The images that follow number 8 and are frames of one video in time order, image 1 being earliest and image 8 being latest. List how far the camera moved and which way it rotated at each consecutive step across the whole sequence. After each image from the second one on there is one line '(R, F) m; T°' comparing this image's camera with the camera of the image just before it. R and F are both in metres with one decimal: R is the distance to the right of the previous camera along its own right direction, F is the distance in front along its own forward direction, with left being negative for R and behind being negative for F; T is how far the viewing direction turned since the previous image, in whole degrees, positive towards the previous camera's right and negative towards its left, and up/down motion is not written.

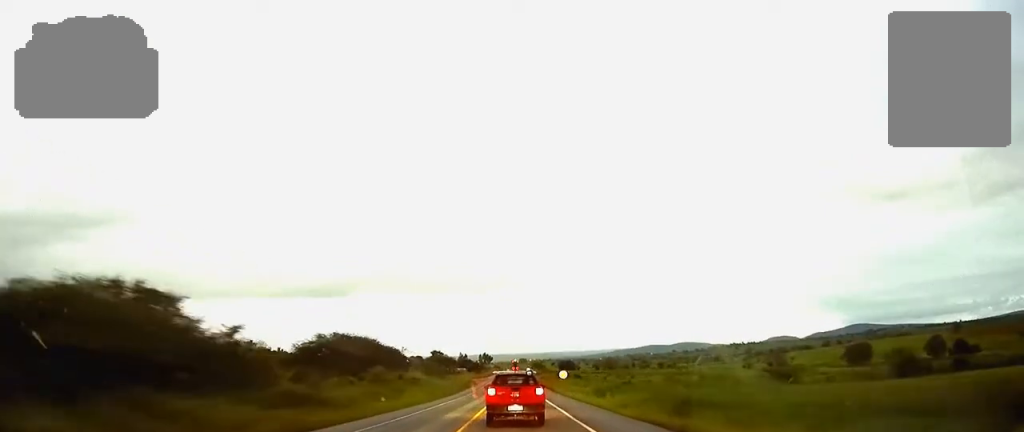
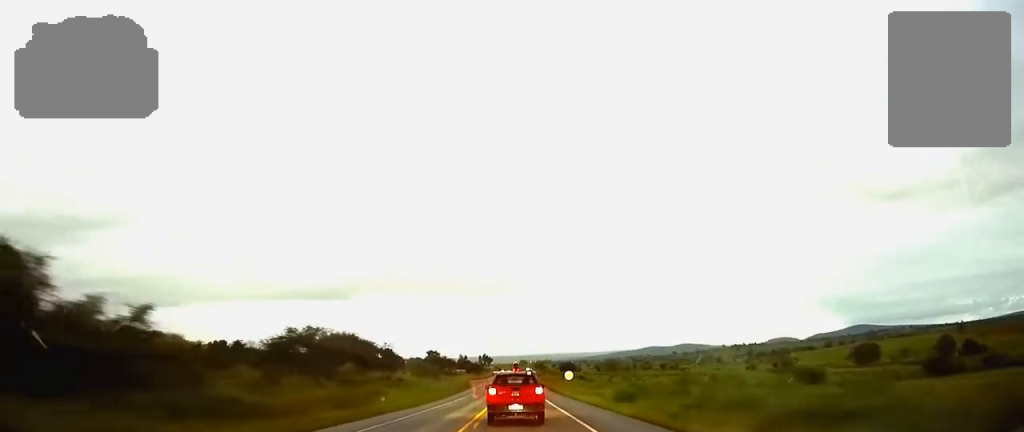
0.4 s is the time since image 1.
(-0.1, +9.2) m; 0°
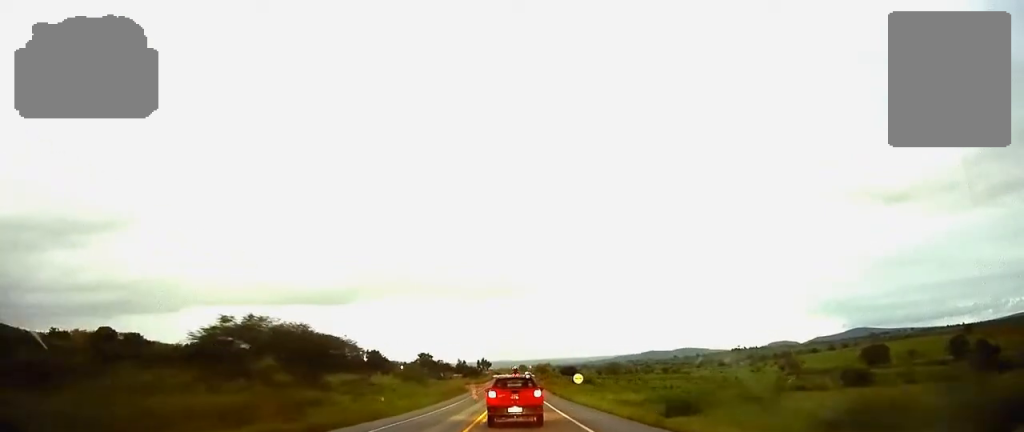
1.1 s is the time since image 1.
(0.0, +13.7) m; 0°
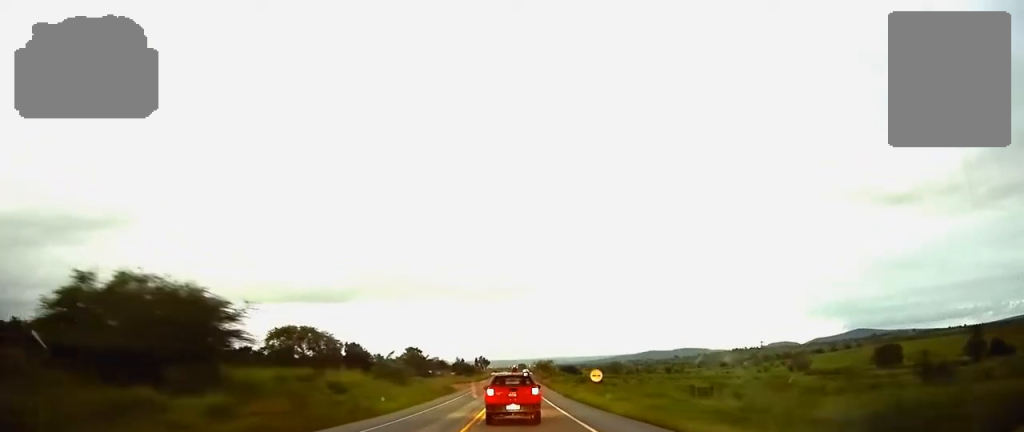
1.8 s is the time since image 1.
(0.0, +16.8) m; 0°
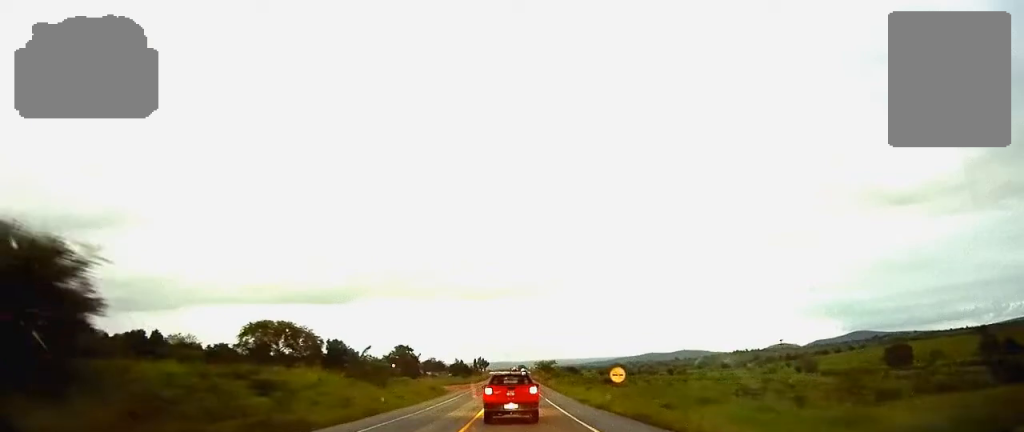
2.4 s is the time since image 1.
(-0.1, +11.8) m; 0°
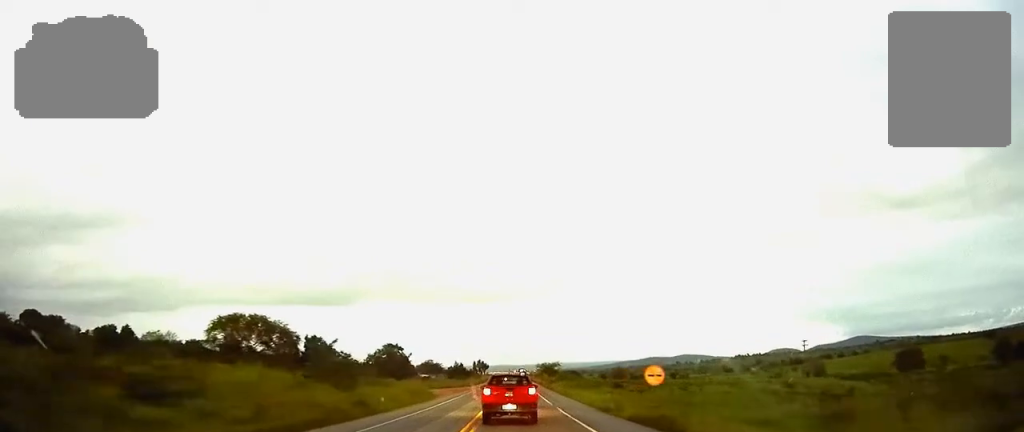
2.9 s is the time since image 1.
(0.0, +11.8) m; 0°
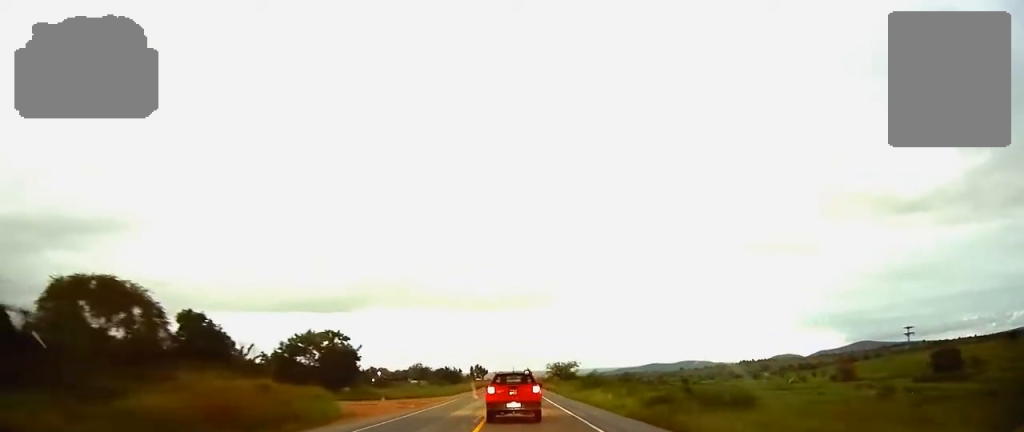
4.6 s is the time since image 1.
(+0.1, +38.3) m; -1°
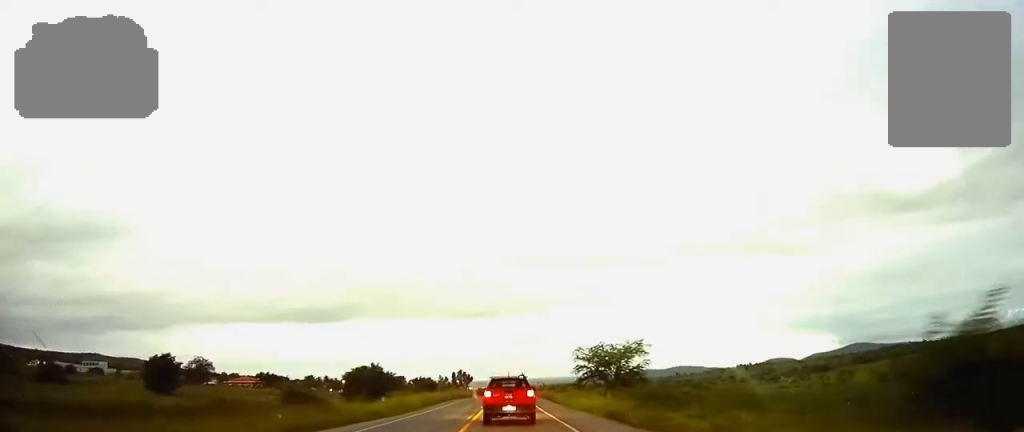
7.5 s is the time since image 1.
(+0.5, +61.6) m; +1°
